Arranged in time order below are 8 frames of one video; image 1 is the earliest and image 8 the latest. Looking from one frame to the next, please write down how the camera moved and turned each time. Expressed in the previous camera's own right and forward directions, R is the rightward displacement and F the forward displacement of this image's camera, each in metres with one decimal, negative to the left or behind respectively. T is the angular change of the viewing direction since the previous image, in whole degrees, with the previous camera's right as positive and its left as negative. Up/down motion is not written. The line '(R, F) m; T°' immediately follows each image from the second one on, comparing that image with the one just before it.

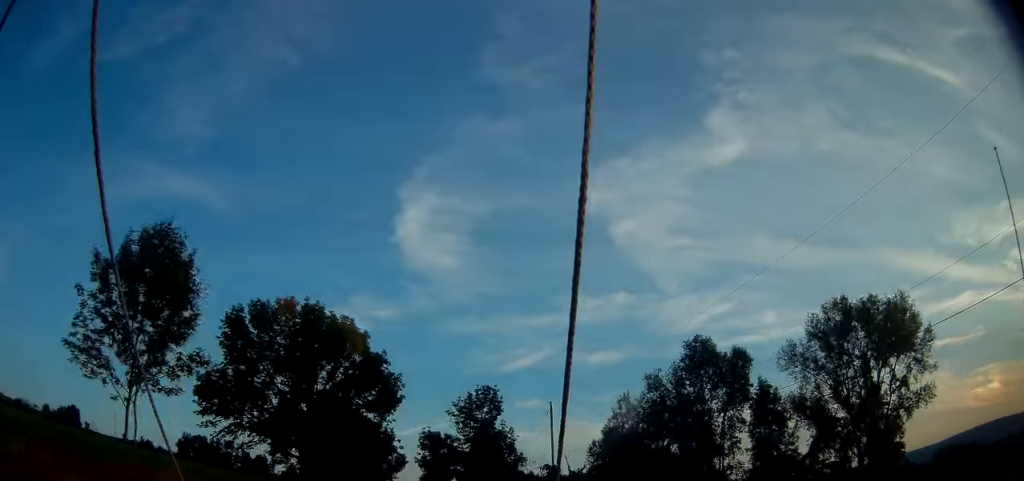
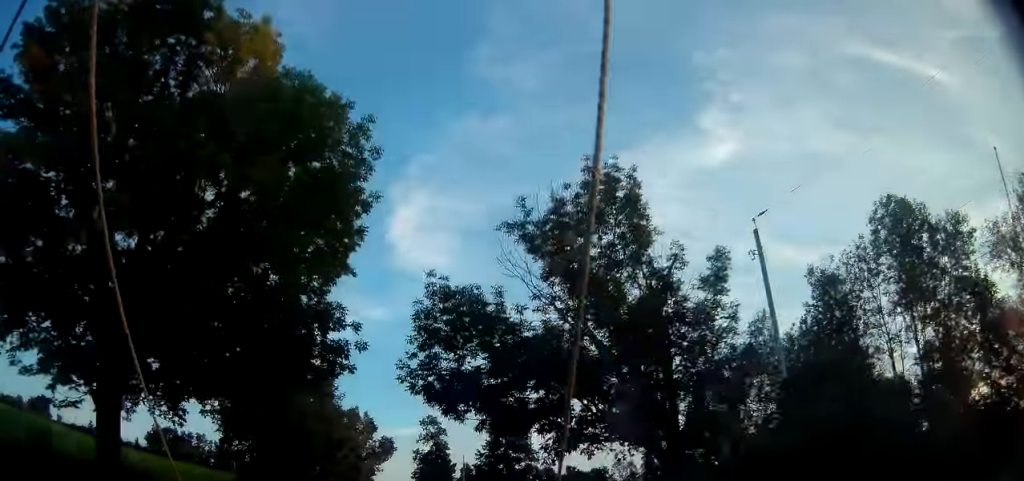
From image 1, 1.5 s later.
(+0.4, +34.0) m; +1°
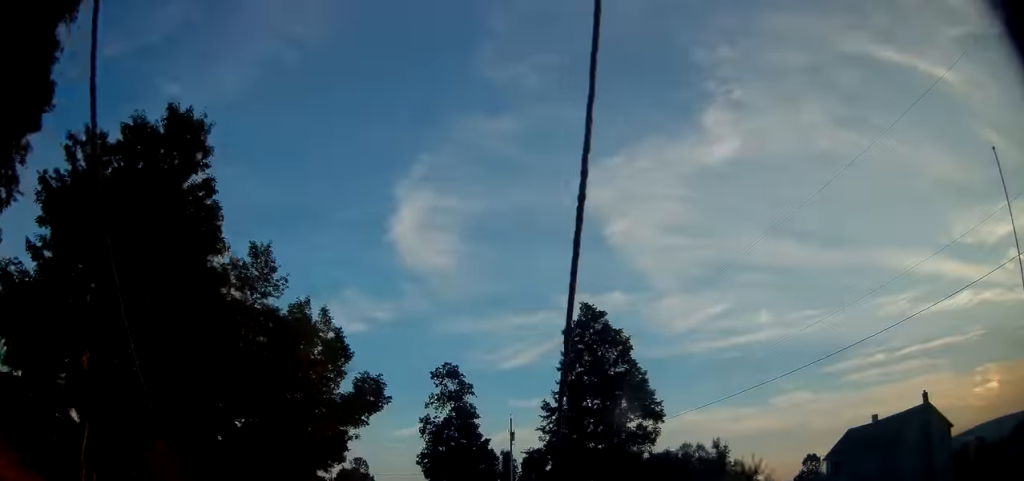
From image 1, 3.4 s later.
(-0.3, +42.3) m; -1°
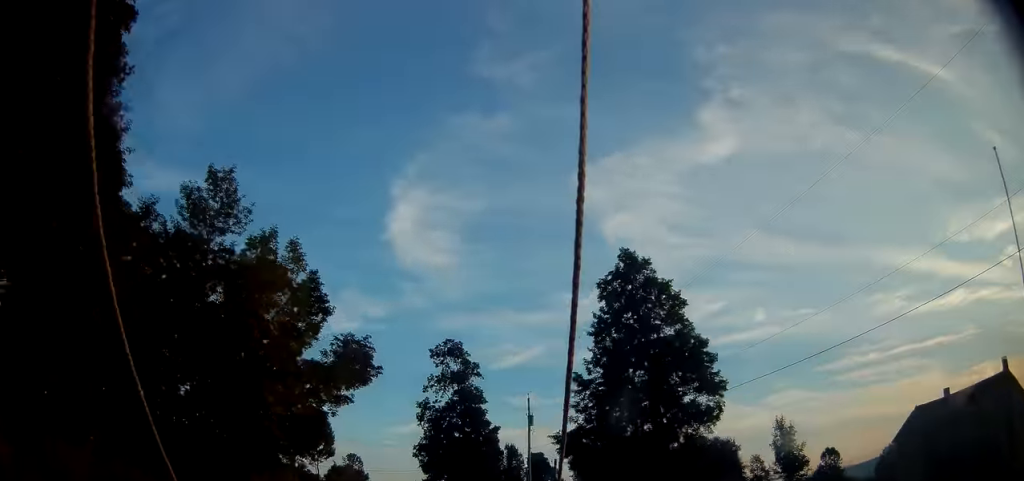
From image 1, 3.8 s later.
(-0.1, +9.8) m; 0°
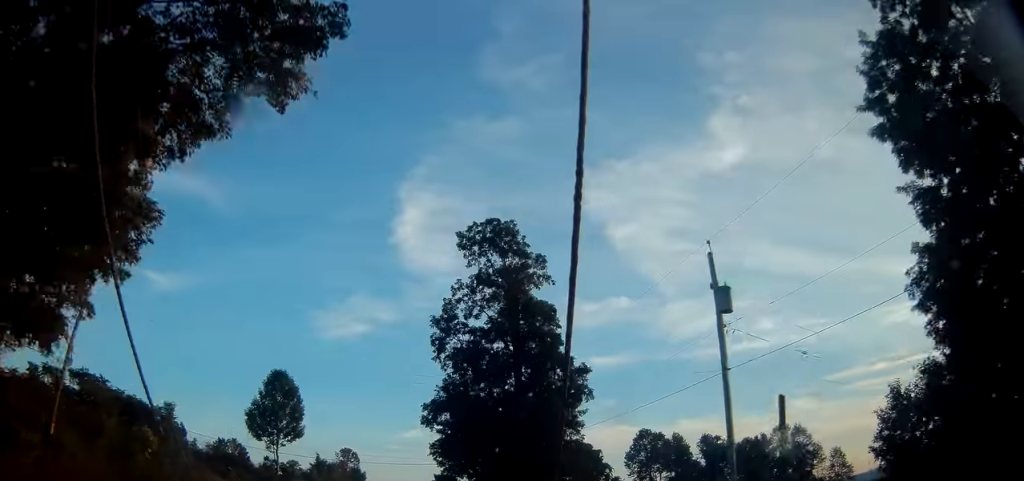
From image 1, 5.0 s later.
(+0.3, +28.0) m; 0°
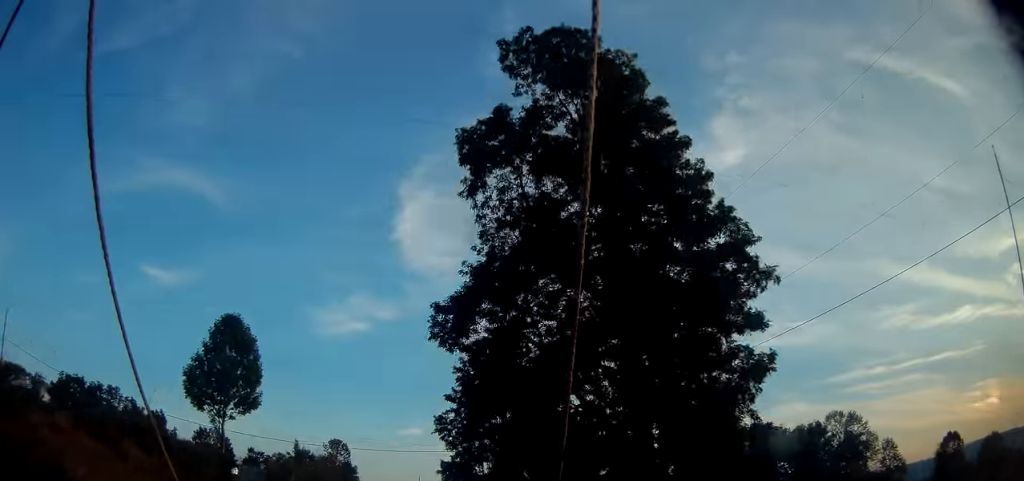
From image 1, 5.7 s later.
(-0.2, +15.9) m; 0°
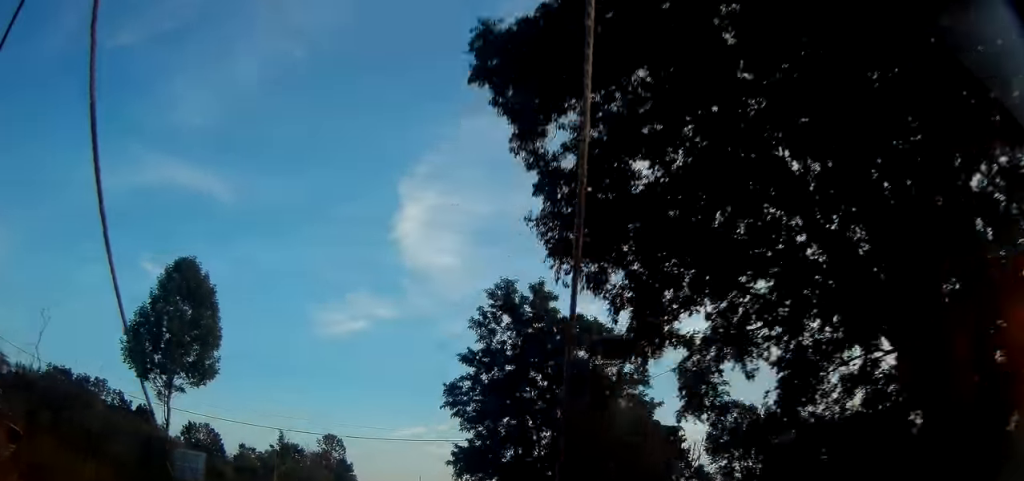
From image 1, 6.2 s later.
(+0.1, +9.8) m; 0°
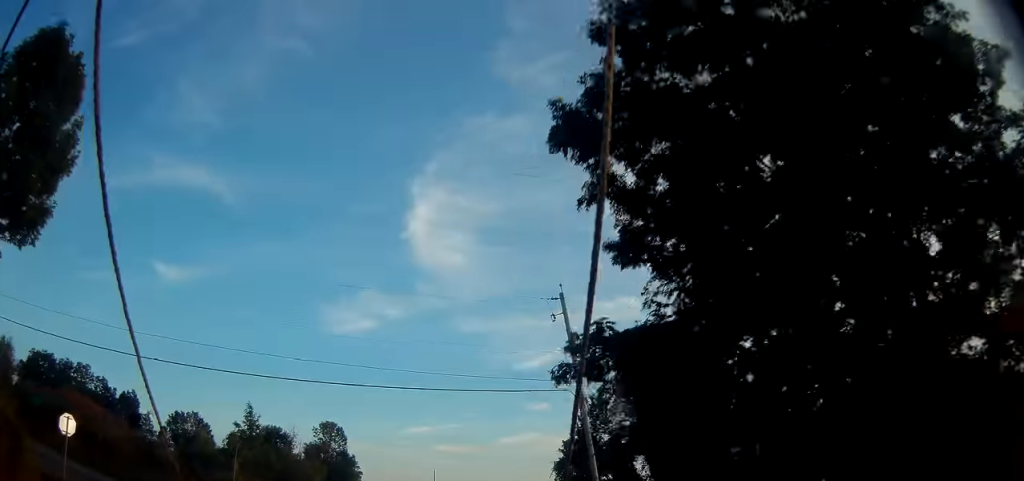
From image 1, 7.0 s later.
(+0.2, +18.7) m; 0°
